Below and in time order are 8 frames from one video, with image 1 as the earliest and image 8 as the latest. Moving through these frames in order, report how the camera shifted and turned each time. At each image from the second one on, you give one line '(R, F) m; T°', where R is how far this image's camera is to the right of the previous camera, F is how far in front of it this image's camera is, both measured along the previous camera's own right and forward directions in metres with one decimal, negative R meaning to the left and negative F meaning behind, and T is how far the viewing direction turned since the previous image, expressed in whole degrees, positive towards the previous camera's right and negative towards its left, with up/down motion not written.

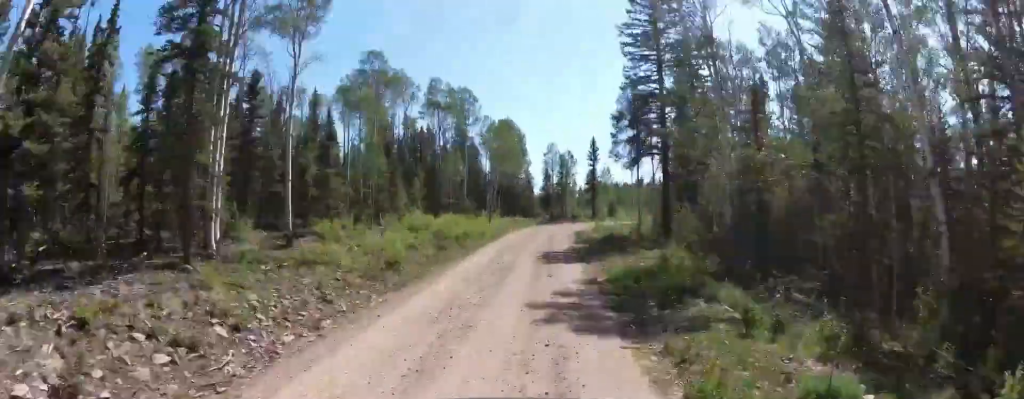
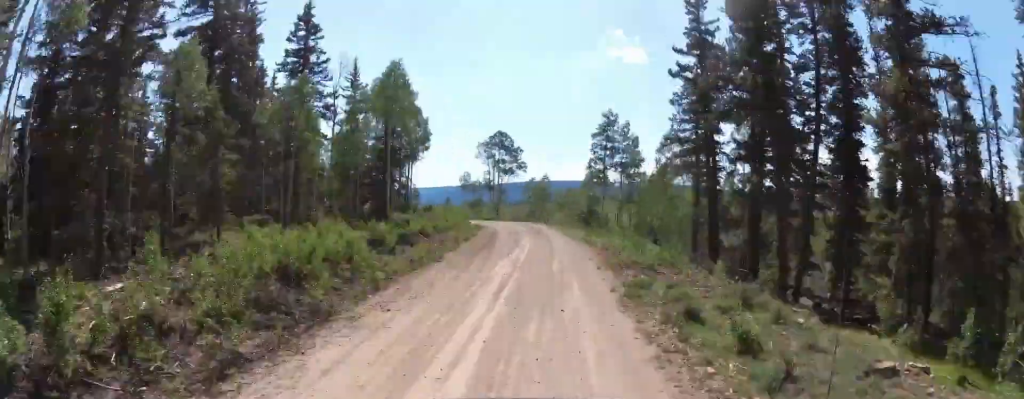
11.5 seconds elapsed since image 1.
(+12.2, +125.2) m; +4°
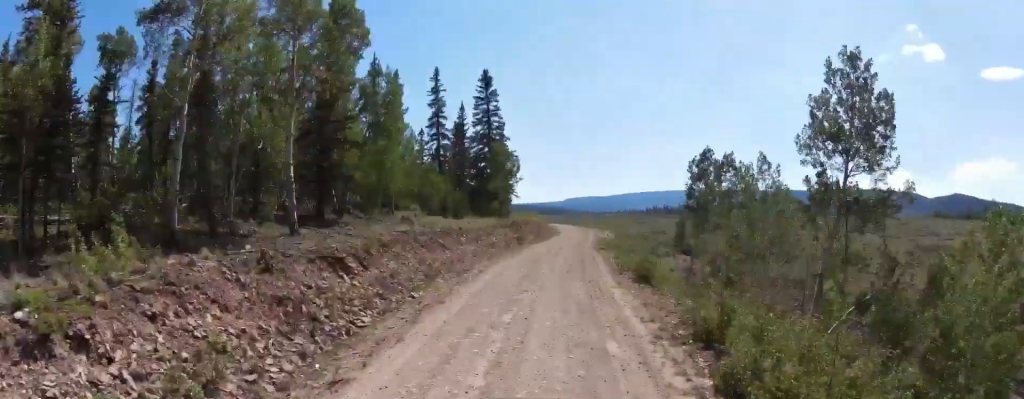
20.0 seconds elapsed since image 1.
(-21.6, +97.2) m; -21°
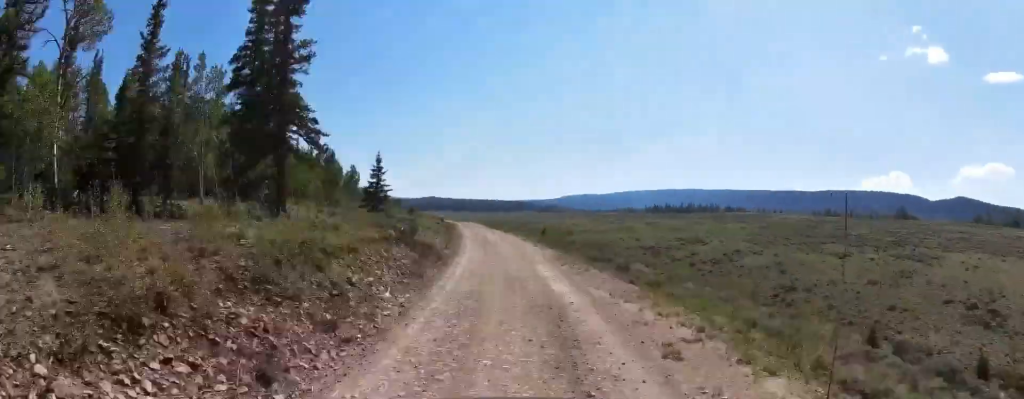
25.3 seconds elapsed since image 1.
(-7.1, +65.1) m; -7°
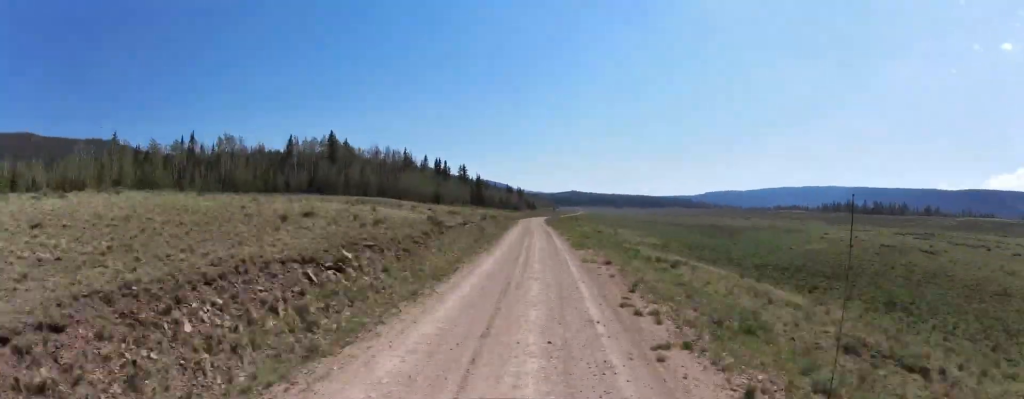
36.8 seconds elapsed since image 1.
(-14.3, +156.3) m; -7°
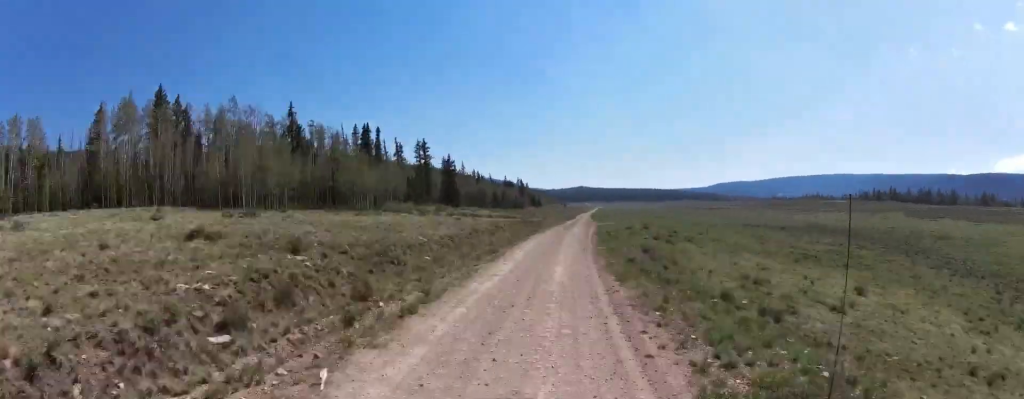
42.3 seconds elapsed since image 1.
(-1.6, +81.3) m; +1°
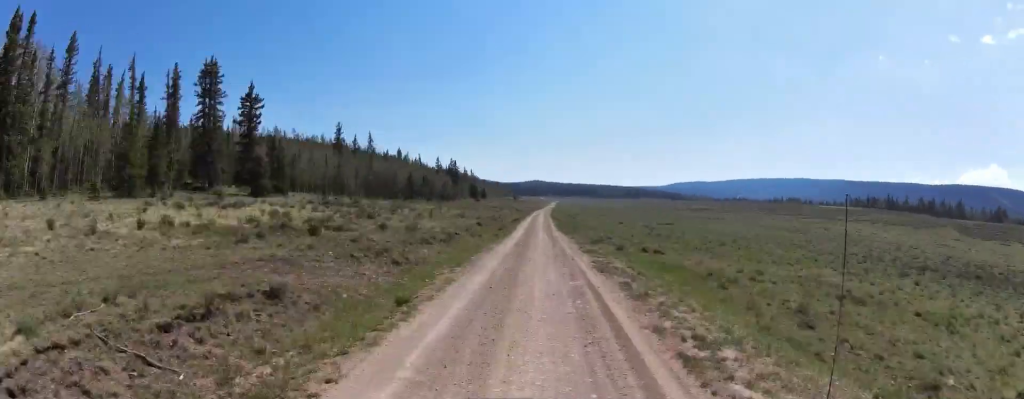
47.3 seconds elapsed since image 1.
(+2.4, +77.9) m; +1°
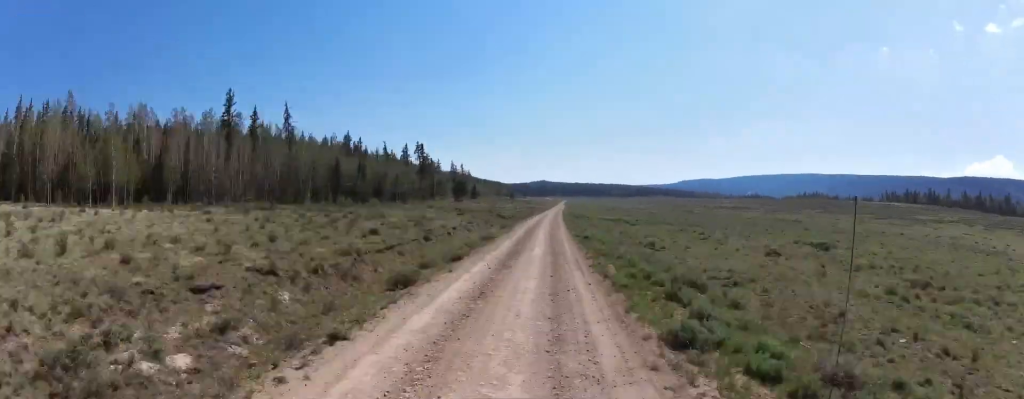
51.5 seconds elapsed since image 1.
(+0.6, +67.5) m; +1°
